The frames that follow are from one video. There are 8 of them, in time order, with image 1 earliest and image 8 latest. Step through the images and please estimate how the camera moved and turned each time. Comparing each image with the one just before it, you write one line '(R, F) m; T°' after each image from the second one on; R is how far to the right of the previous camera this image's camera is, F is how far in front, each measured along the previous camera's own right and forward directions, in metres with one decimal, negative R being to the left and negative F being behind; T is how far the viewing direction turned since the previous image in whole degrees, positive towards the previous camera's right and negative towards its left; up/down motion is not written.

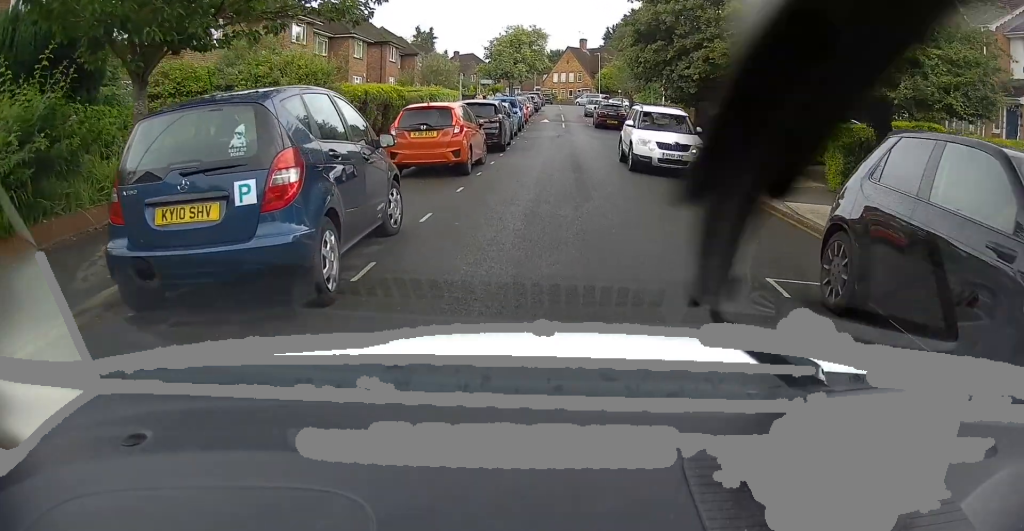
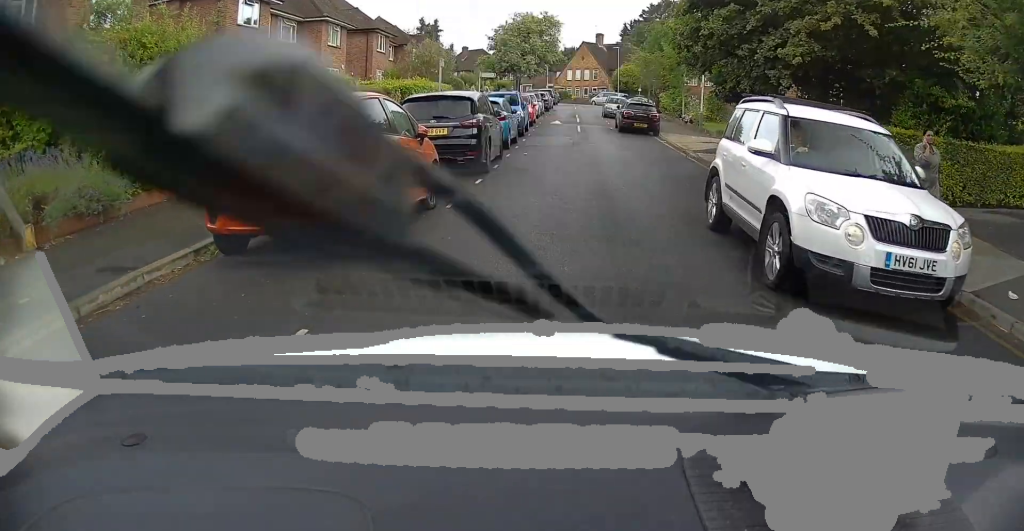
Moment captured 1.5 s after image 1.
(-0.3, +7.5) m; -1°
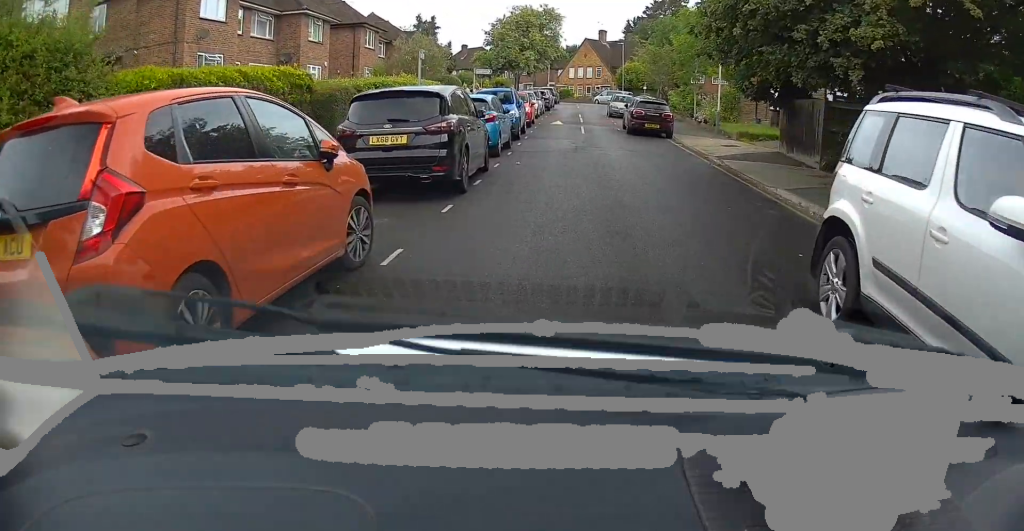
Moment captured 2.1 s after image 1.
(0.0, +3.1) m; +1°
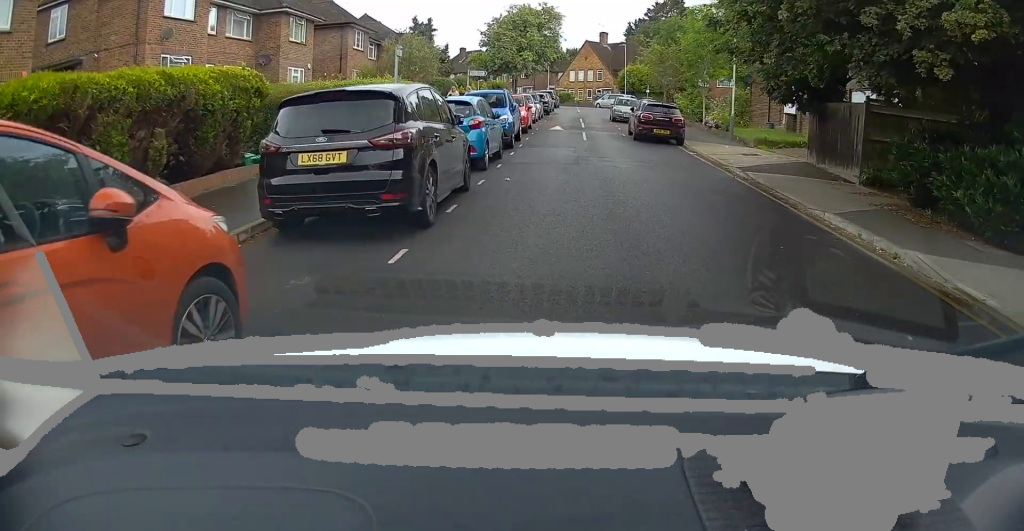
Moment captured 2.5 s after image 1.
(+0.1, +2.5) m; 0°
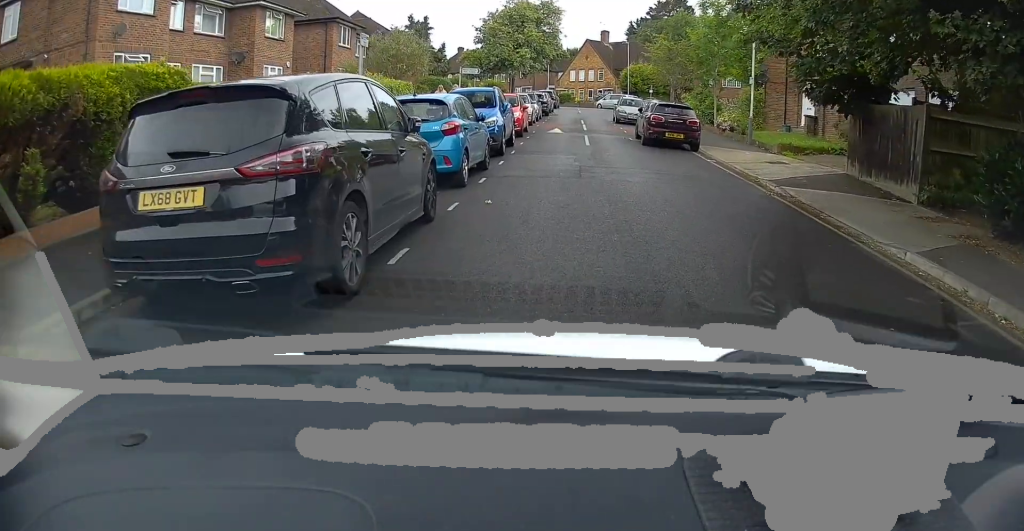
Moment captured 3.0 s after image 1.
(+0.1, +2.6) m; 0°
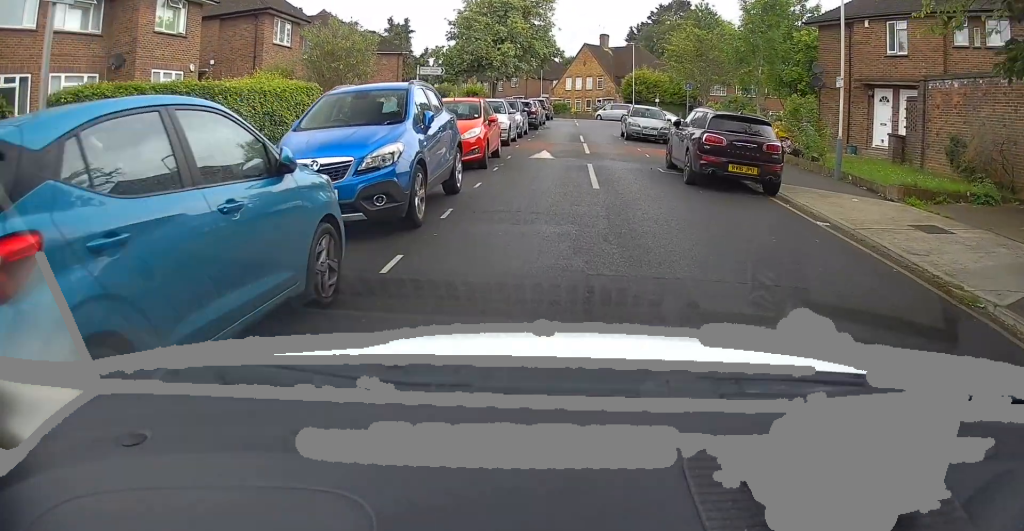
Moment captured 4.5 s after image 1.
(0.0, +8.4) m; +2°
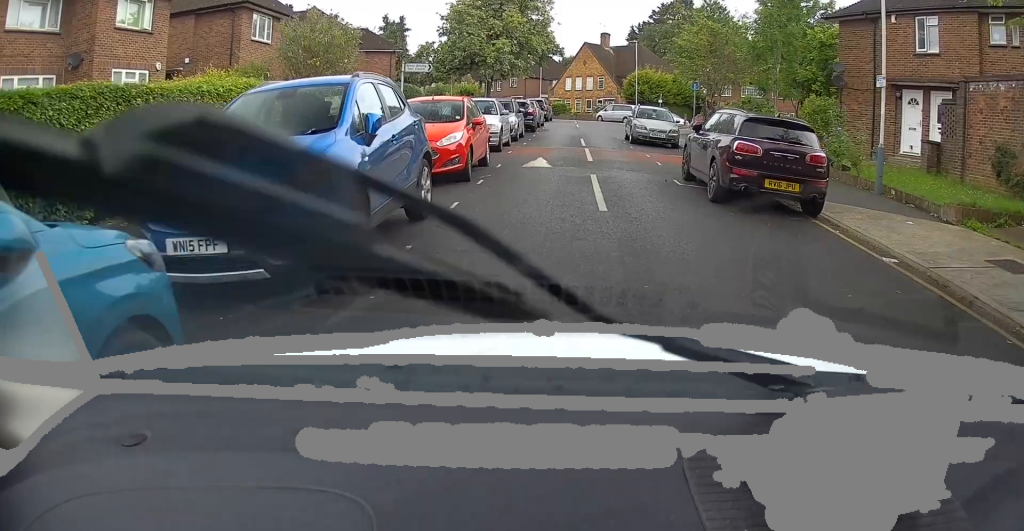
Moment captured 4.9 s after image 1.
(+0.1, +2.3) m; +1°
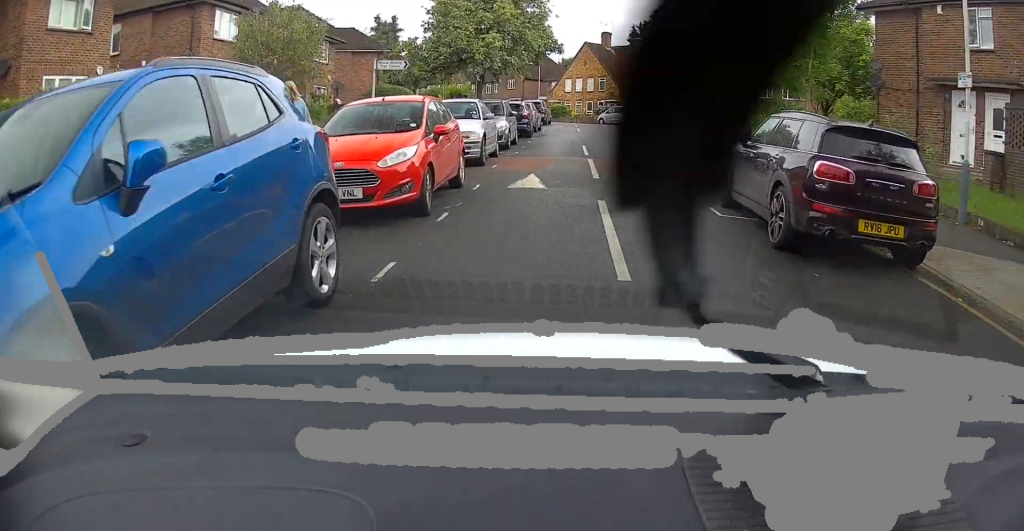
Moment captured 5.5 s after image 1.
(-0.1, +3.3) m; +1°
